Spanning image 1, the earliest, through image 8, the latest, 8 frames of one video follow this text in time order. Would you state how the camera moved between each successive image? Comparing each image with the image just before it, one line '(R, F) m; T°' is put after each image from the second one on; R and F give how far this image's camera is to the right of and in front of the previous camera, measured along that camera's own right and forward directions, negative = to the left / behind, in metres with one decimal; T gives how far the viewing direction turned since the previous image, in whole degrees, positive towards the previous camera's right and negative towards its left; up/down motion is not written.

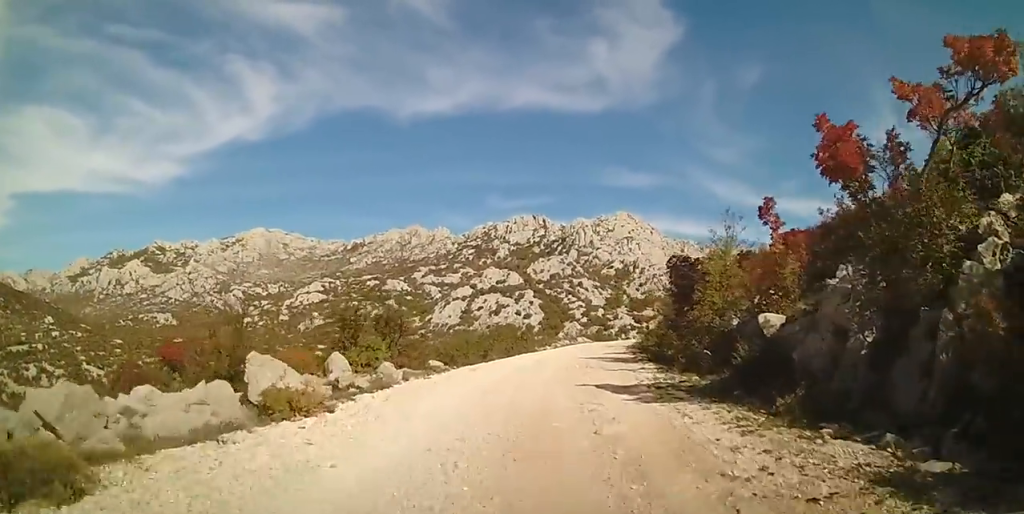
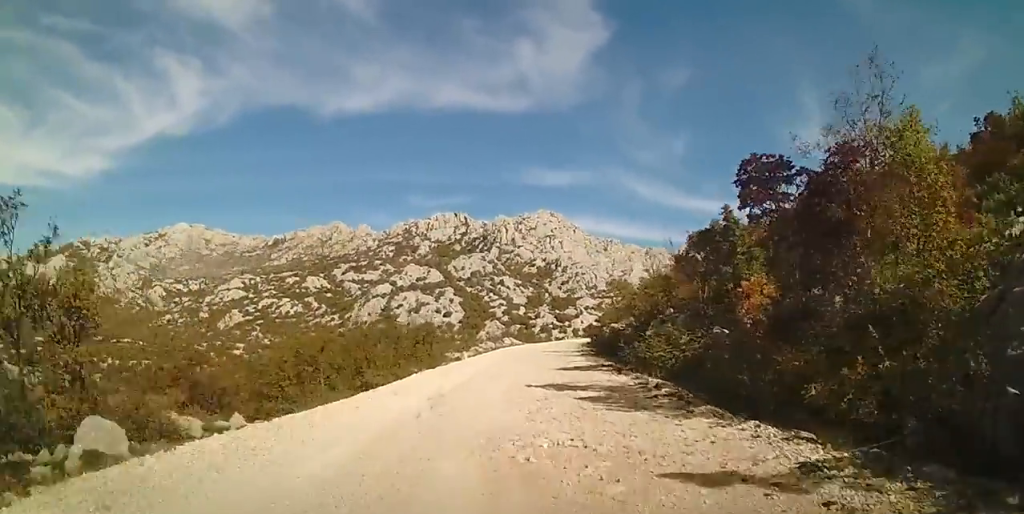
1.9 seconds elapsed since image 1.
(+0.3, +13.4) m; +7°
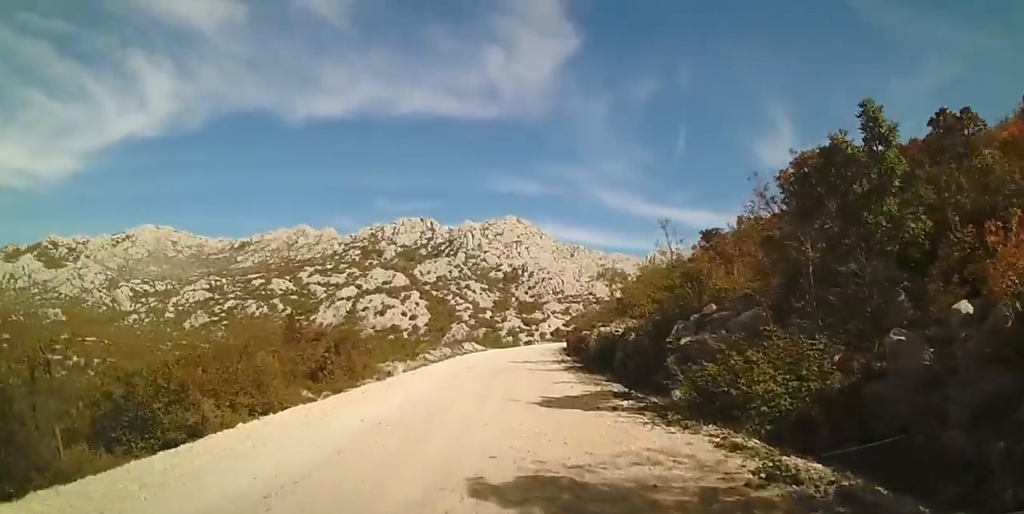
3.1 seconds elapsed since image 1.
(+0.6, +8.1) m; +1°
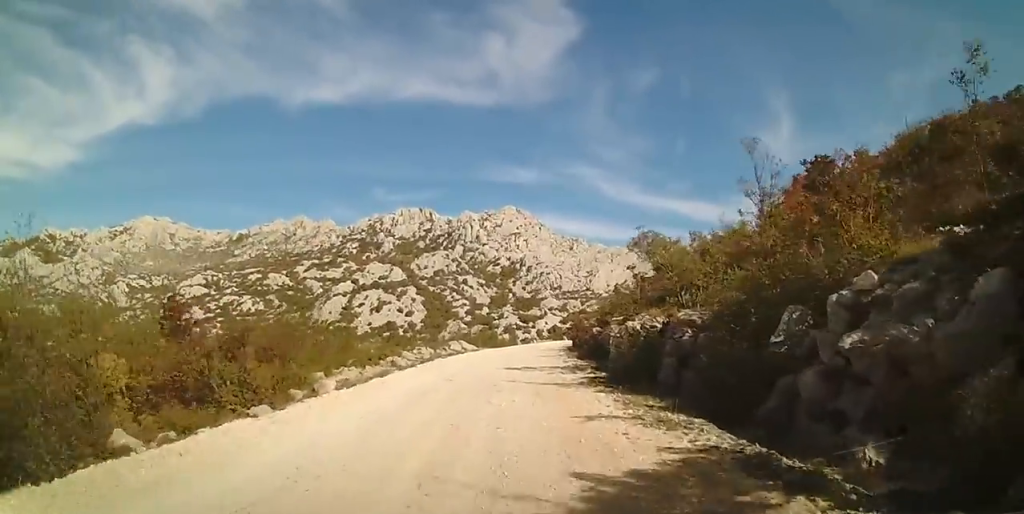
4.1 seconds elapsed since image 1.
(-0.5, +6.8) m; -1°
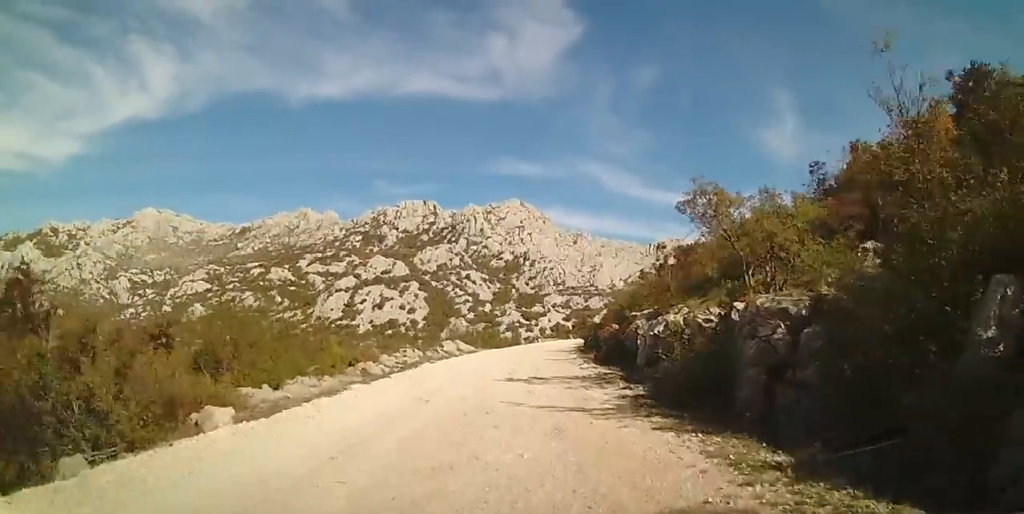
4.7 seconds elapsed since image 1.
(+0.2, +4.6) m; +2°
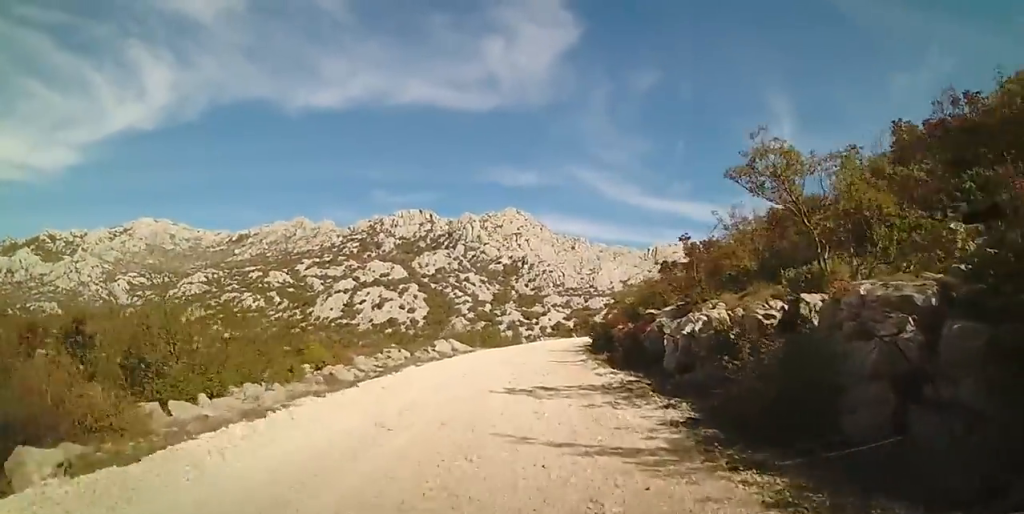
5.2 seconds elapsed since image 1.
(+0.1, +3.2) m; +2°
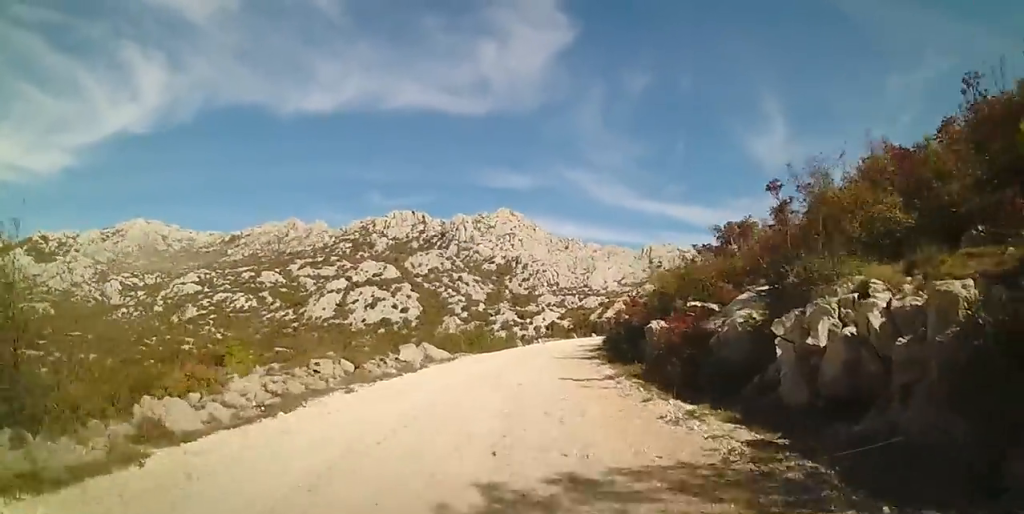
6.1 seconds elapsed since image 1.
(0.0, +7.0) m; -1°
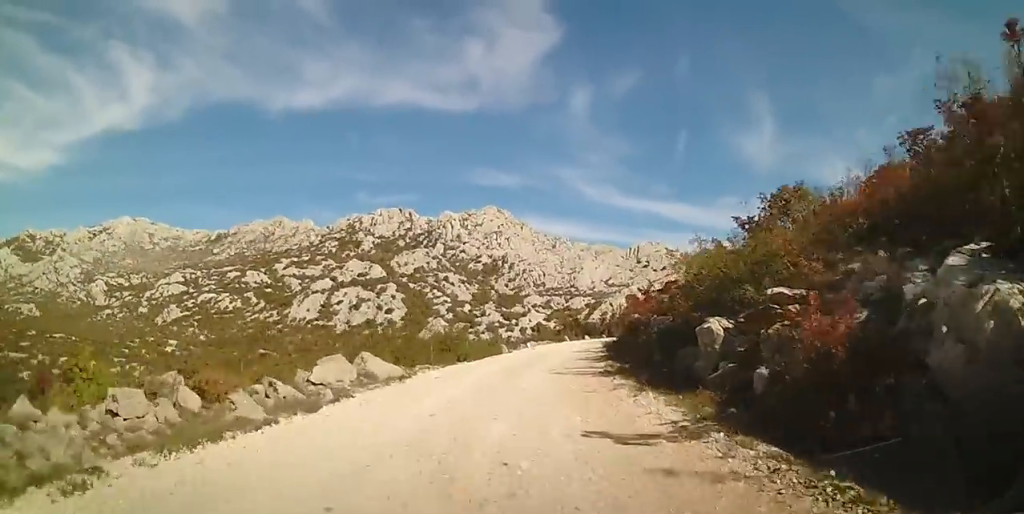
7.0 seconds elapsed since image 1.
(-0.1, +7.0) m; 0°
